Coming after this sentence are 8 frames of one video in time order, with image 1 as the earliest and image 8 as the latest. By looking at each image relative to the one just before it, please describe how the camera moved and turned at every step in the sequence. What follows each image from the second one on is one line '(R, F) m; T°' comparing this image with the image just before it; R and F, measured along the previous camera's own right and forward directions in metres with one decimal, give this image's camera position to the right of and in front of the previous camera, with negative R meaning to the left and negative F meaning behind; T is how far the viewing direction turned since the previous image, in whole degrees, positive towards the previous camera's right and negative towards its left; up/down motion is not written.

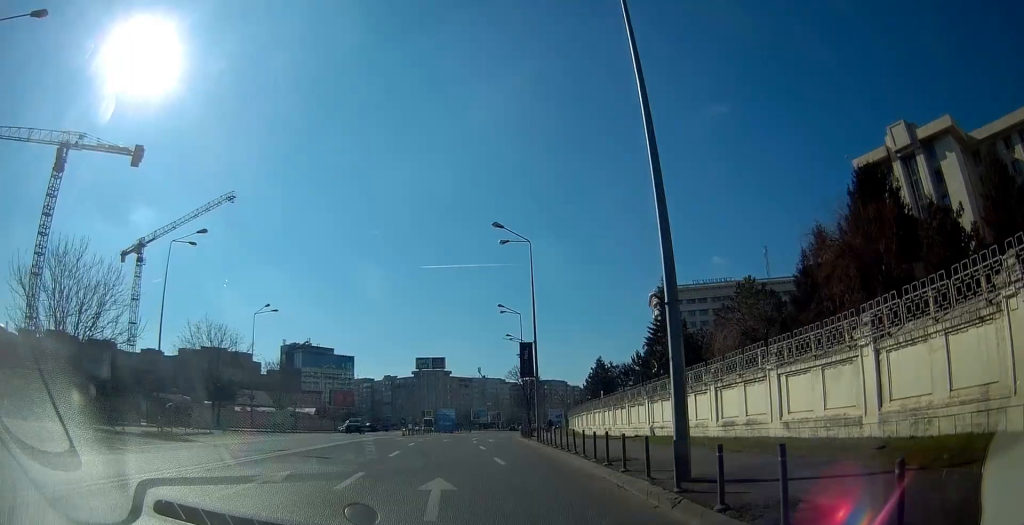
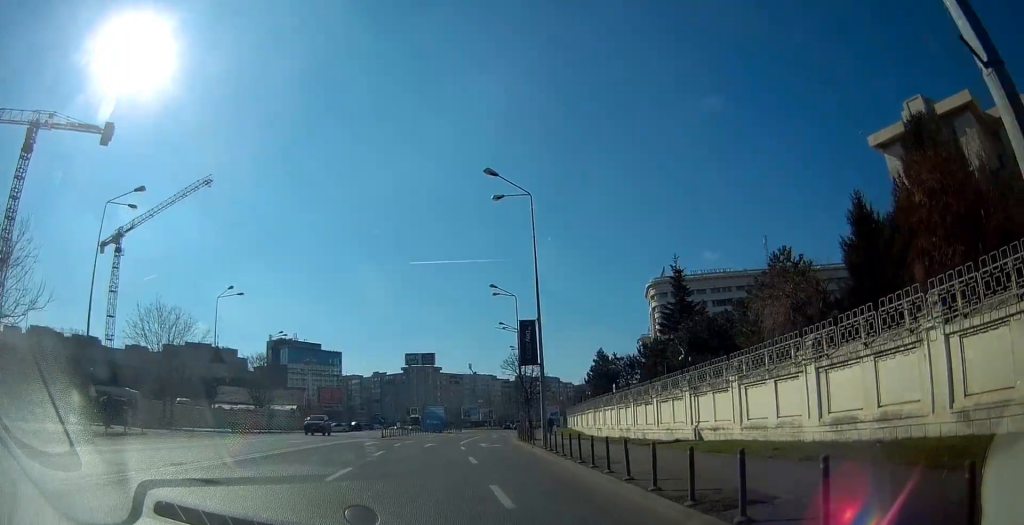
(0.0, +7.2) m; 0°
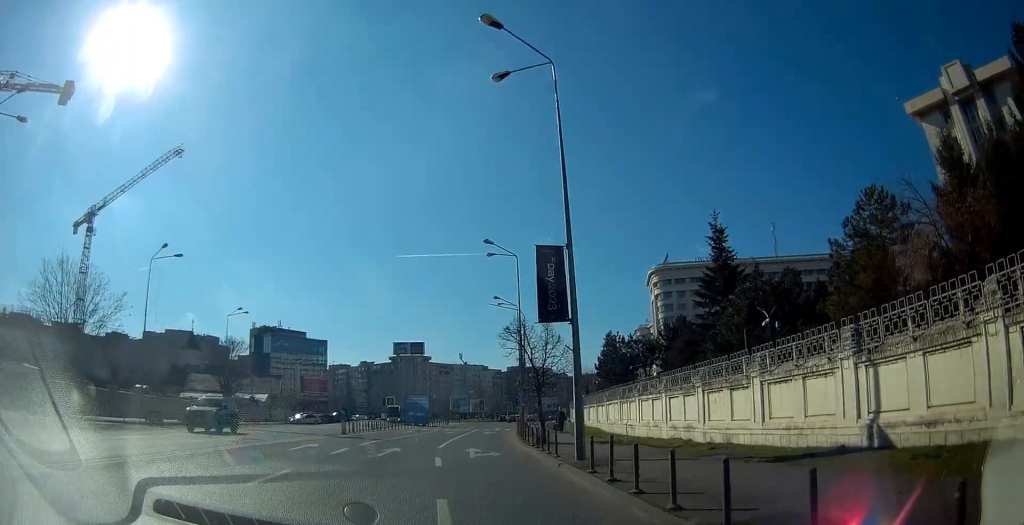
(0.0, +11.2) m; +1°
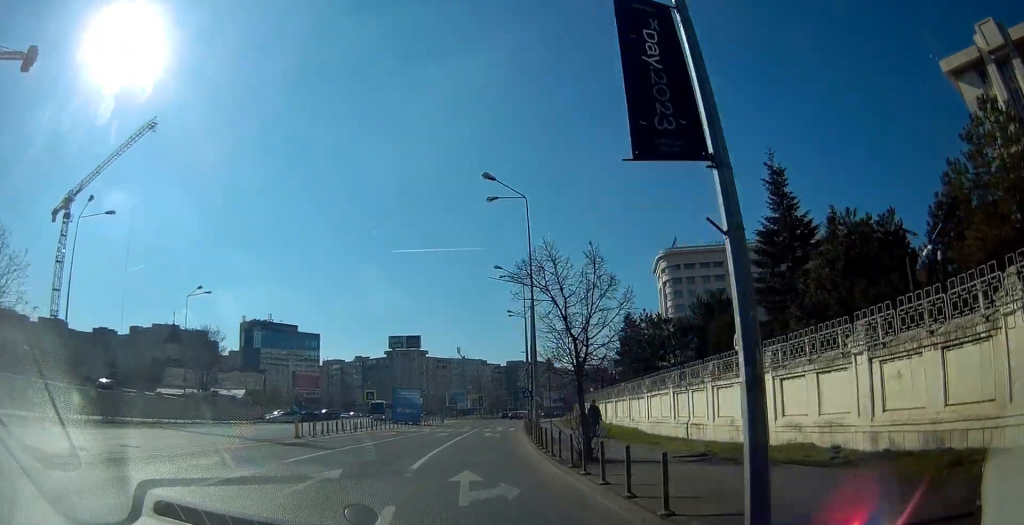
(+0.2, +9.4) m; +1°
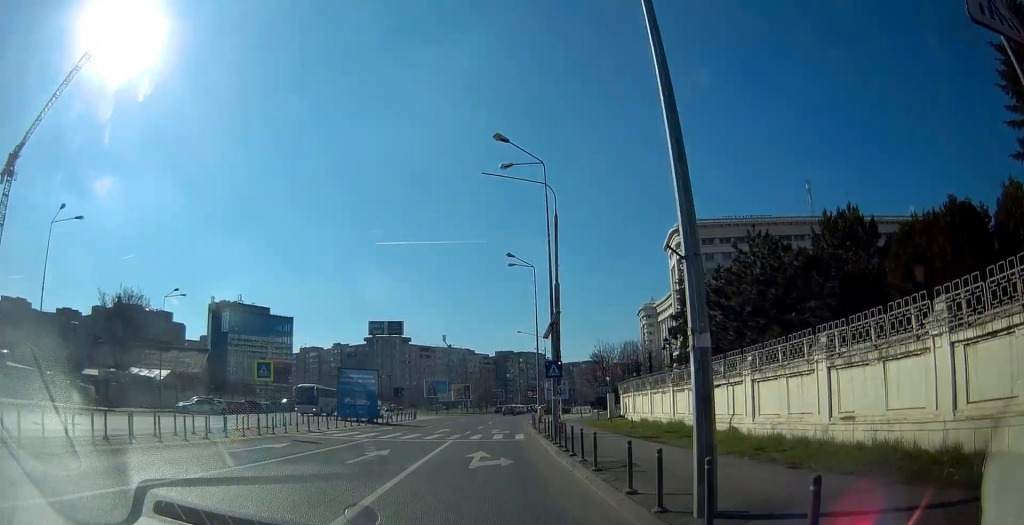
(+0.4, +20.5) m; +2°
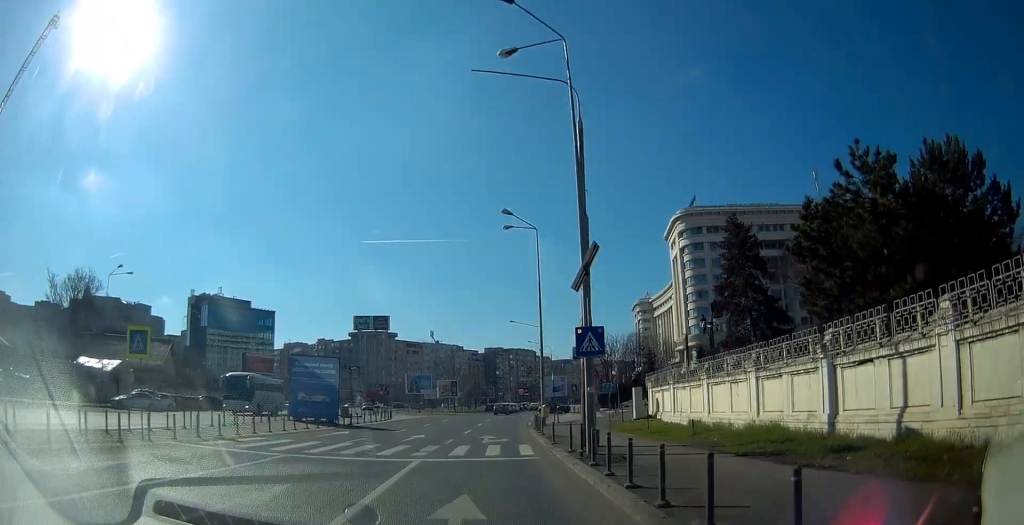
(0.0, +9.4) m; 0°
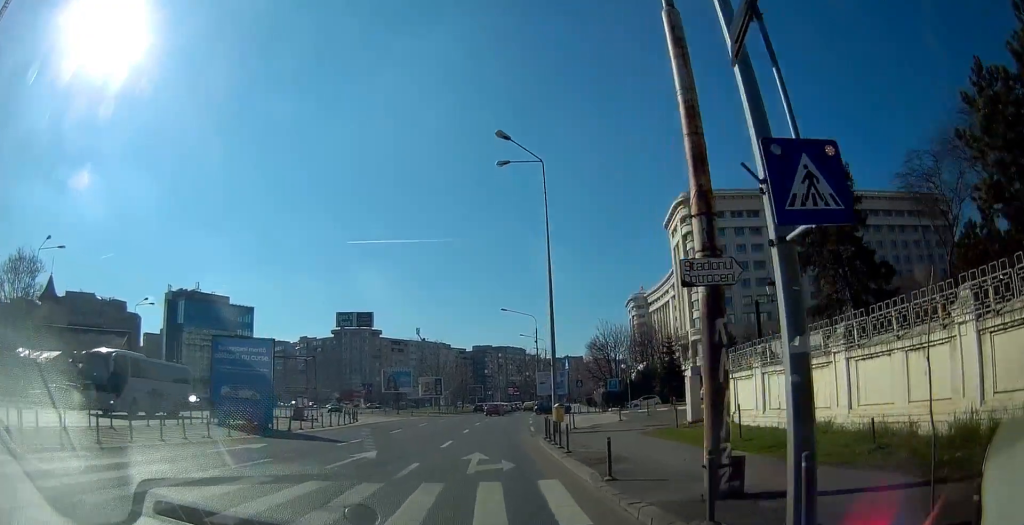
(-0.1, +10.0) m; +1°
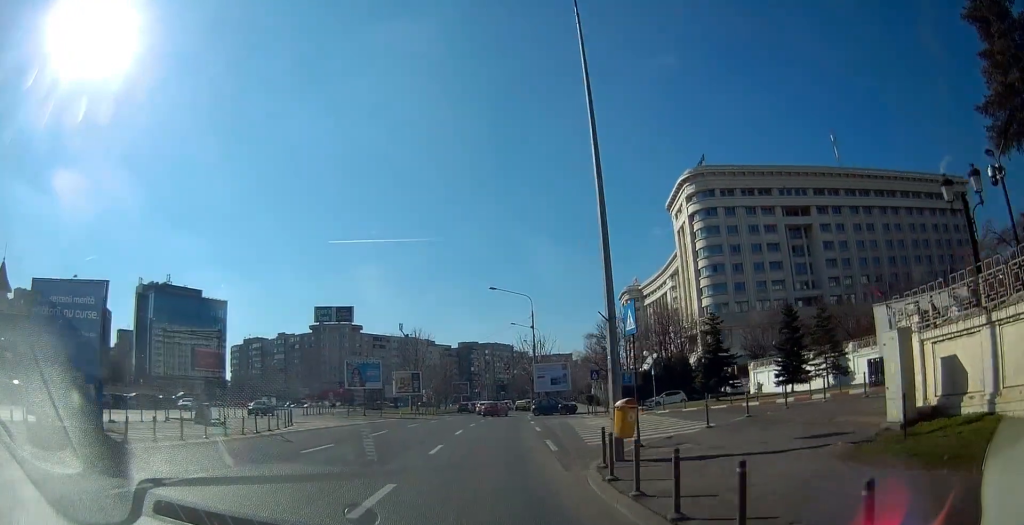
(+0.3, +12.4) m; +3°
